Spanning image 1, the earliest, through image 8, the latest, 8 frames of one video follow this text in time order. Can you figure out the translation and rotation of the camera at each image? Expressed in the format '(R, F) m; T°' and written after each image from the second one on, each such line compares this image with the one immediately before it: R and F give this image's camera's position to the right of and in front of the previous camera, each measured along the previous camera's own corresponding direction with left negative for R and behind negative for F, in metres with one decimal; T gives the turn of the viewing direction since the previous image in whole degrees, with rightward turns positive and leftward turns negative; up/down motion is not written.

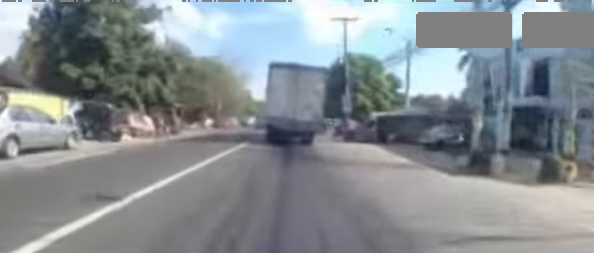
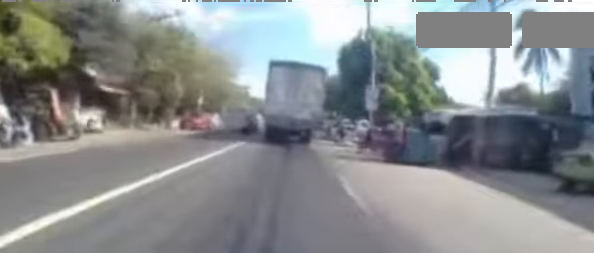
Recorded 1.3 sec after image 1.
(-0.4, +9.8) m; 0°
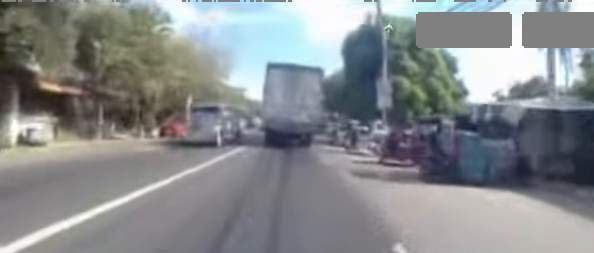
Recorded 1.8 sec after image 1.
(+0.3, +3.6) m; 0°
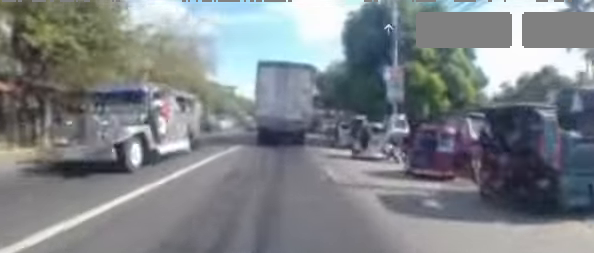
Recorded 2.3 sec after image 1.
(+0.2, +3.3) m; 0°
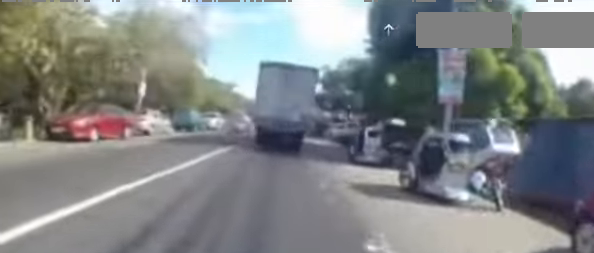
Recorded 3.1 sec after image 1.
(-0.4, +5.8) m; -3°
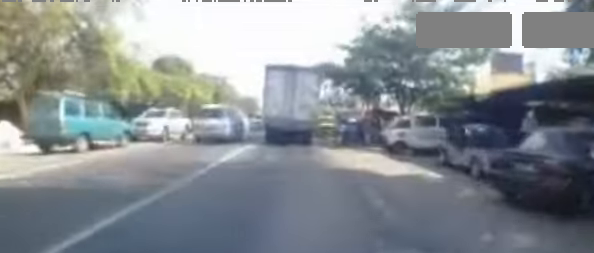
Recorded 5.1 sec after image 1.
(+0.6, +14.6) m; +3°
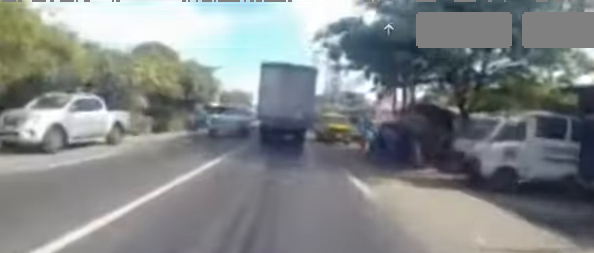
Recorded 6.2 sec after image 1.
(-0.4, +7.9) m; -4°
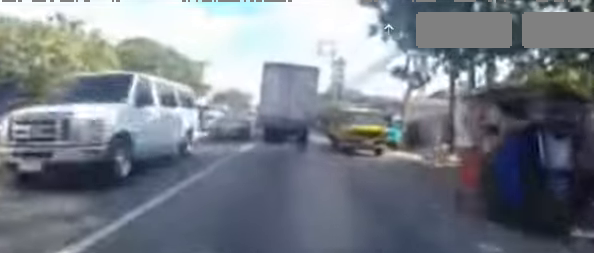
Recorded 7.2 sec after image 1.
(0.0, +6.2) m; 0°
